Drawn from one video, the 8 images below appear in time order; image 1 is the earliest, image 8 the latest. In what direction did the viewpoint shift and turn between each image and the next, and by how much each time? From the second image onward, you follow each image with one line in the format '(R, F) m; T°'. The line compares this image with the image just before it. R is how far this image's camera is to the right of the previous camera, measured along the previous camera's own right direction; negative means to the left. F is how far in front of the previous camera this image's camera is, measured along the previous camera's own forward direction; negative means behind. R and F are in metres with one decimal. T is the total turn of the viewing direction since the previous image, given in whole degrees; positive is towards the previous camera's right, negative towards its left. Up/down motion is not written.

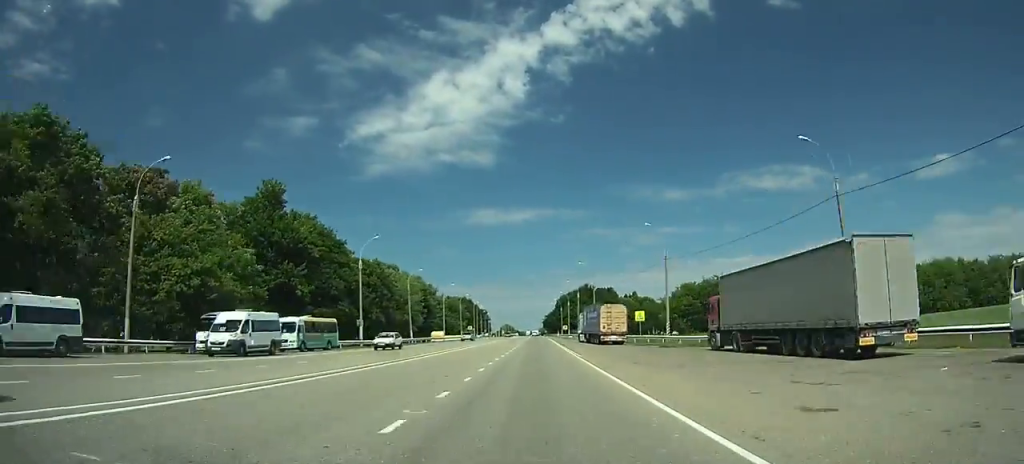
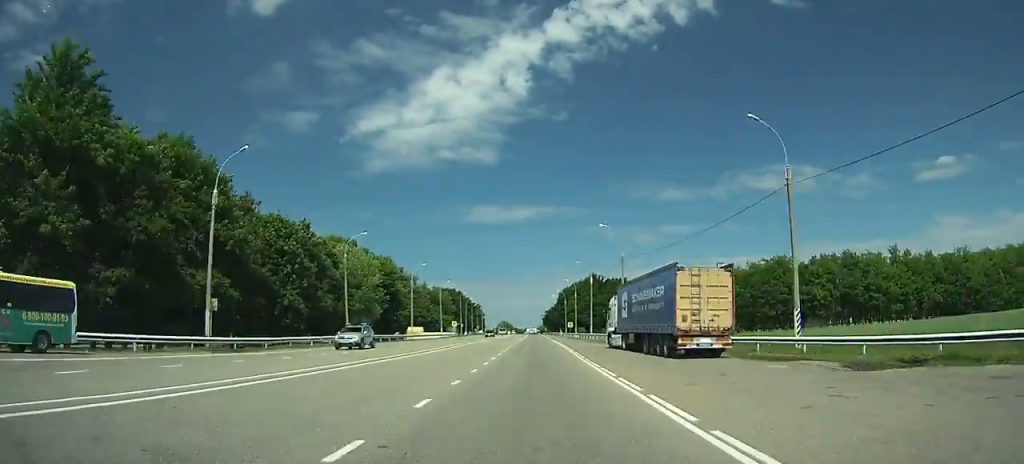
(0.0, +31.4) m; -1°
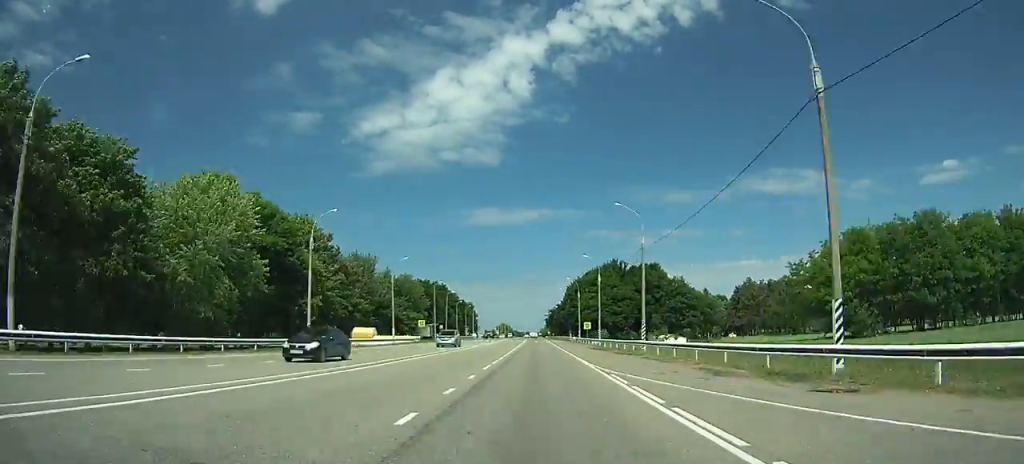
(+0.3, +44.4) m; -2°
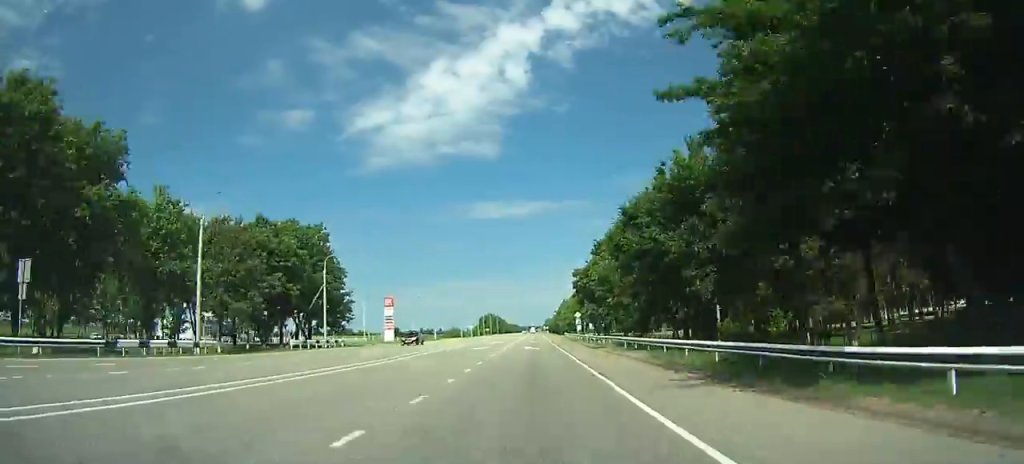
(+0.4, +172.7) m; +12°
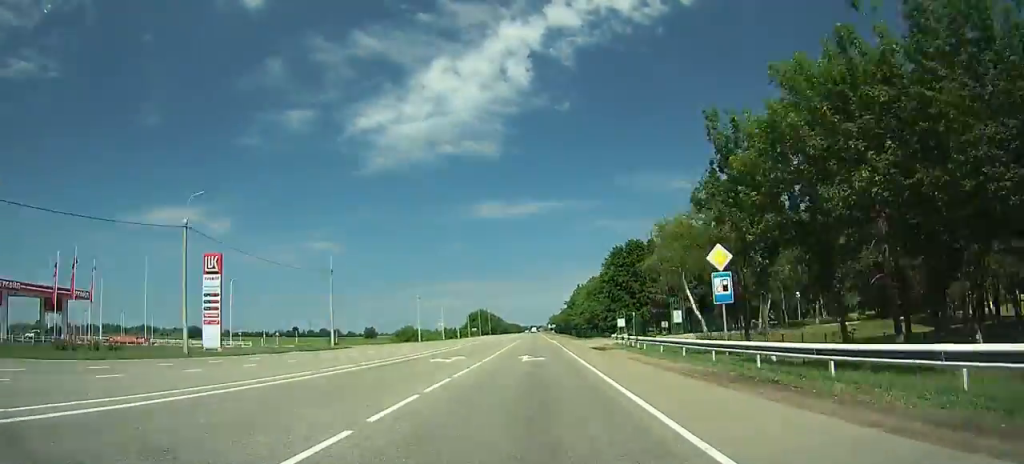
(-5.5, +69.2) m; -8°
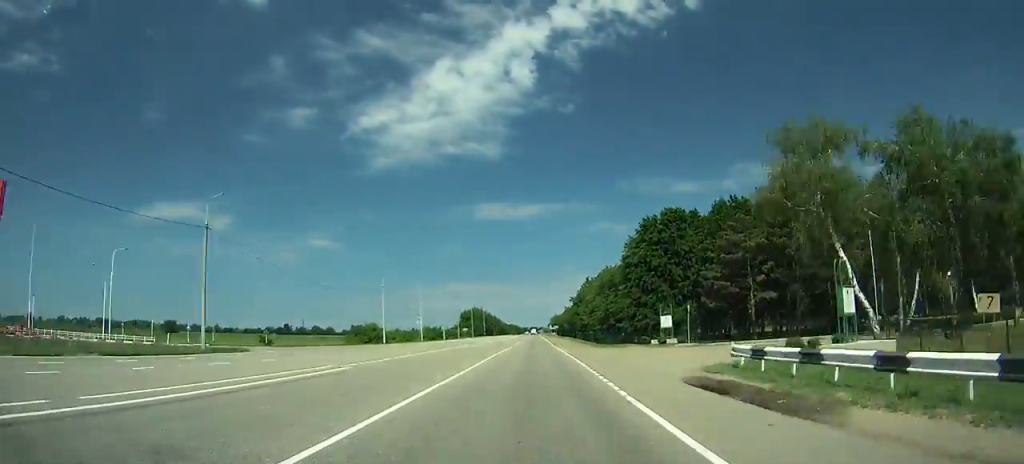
(-1.0, +28.7) m; -2°
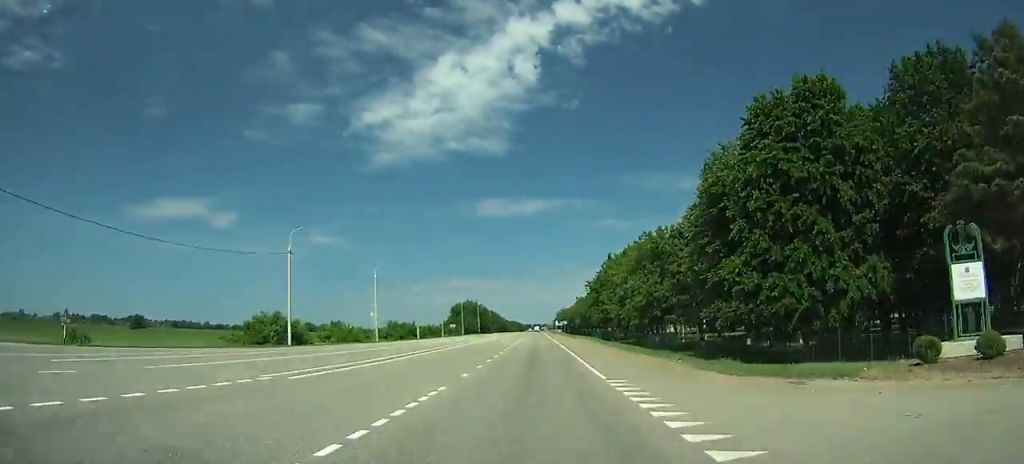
(+0.1, +37.1) m; 0°
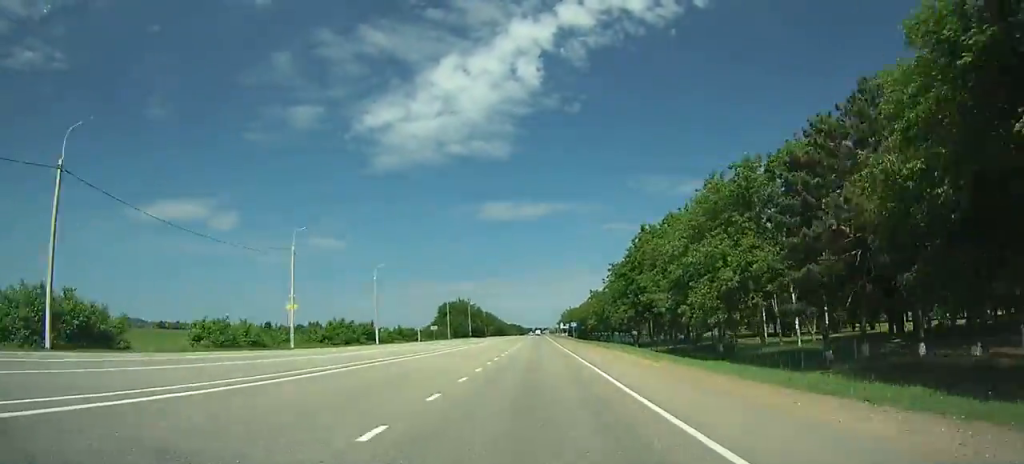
(-0.1, +29.7) m; 0°
